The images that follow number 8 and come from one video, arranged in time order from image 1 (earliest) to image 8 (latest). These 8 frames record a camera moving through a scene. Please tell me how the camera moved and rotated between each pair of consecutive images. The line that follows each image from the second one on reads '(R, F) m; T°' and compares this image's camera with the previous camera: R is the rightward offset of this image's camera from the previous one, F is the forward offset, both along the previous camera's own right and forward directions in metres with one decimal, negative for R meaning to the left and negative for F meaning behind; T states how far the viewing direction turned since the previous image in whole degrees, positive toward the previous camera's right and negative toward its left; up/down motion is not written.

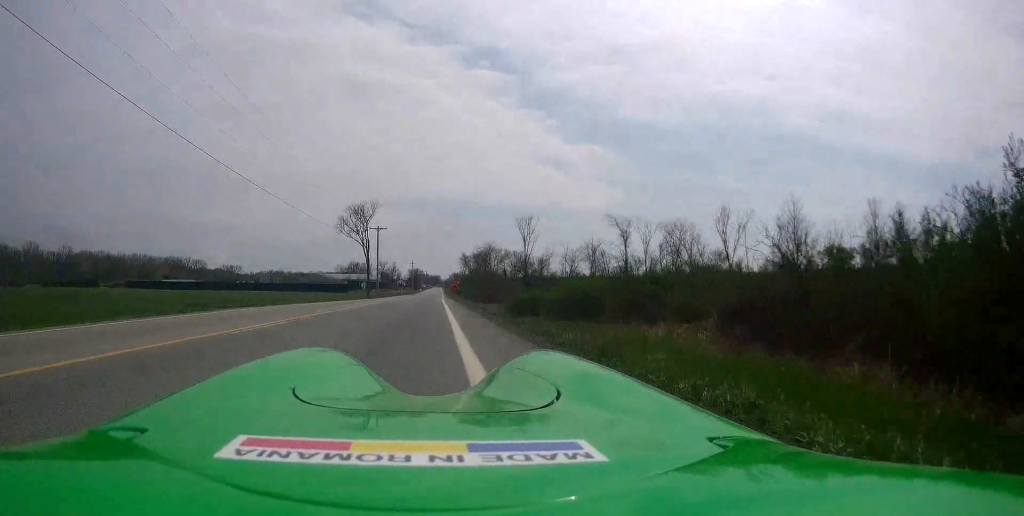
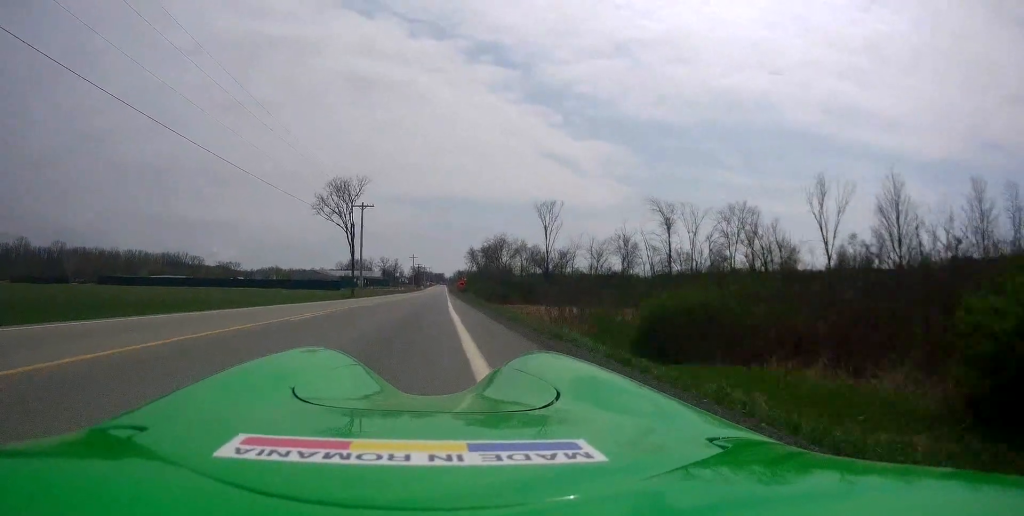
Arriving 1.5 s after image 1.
(0.0, +21.0) m; 0°
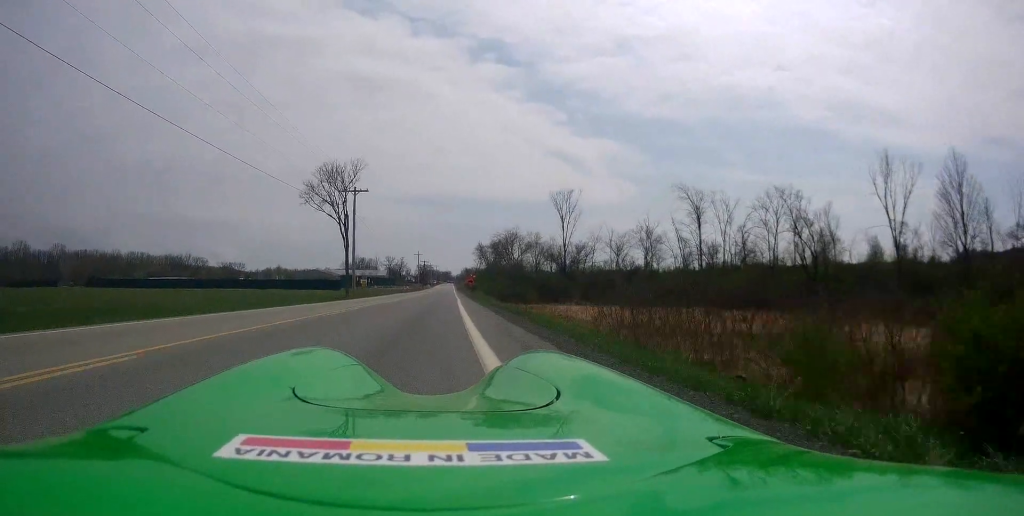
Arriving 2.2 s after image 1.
(0.0, +9.7) m; 0°
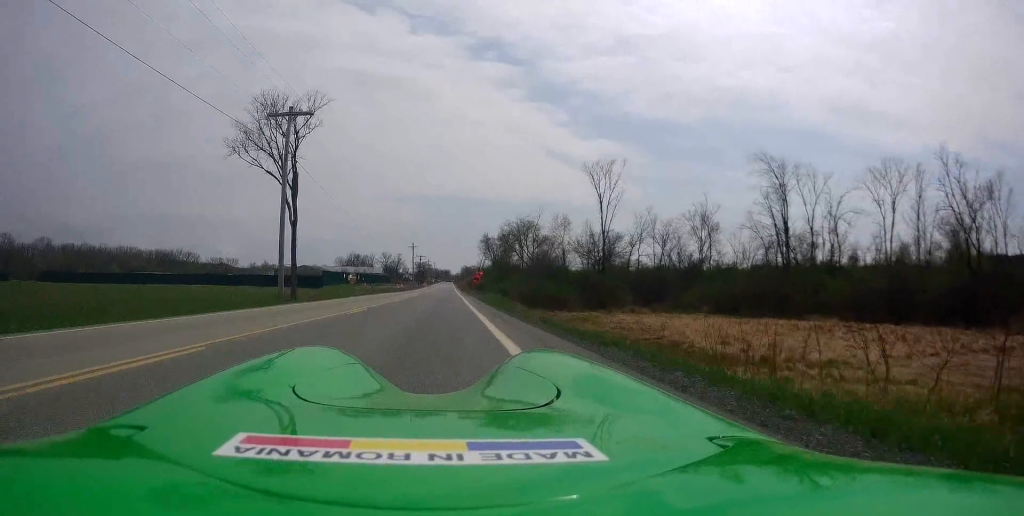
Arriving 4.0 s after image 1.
(+0.2, +23.2) m; 0°
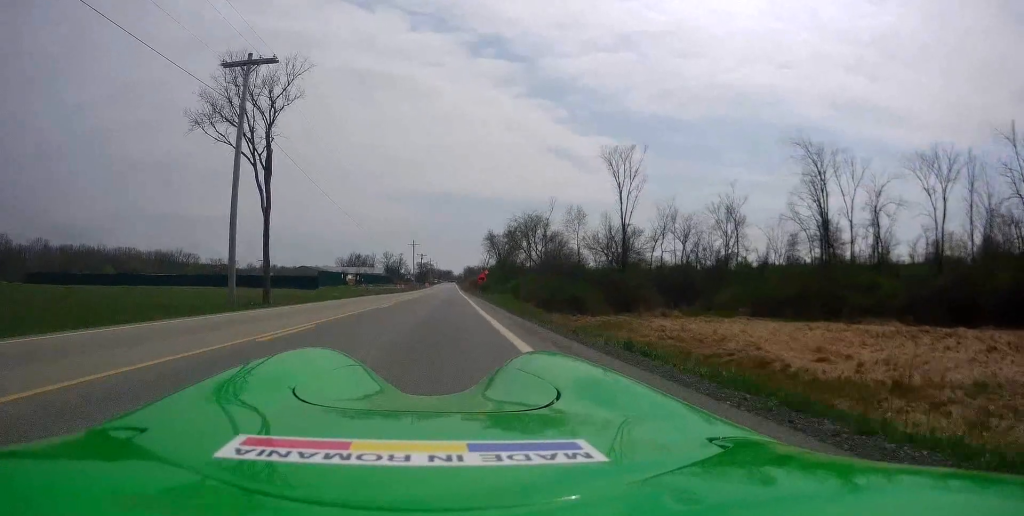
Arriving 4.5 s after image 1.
(0.0, +7.4) m; -1°
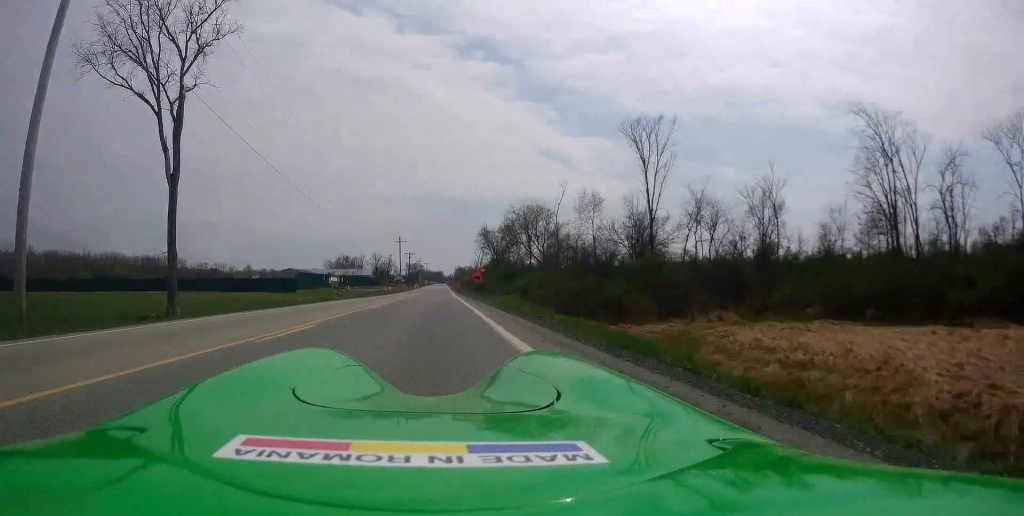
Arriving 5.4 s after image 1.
(-0.3, +12.0) m; 0°
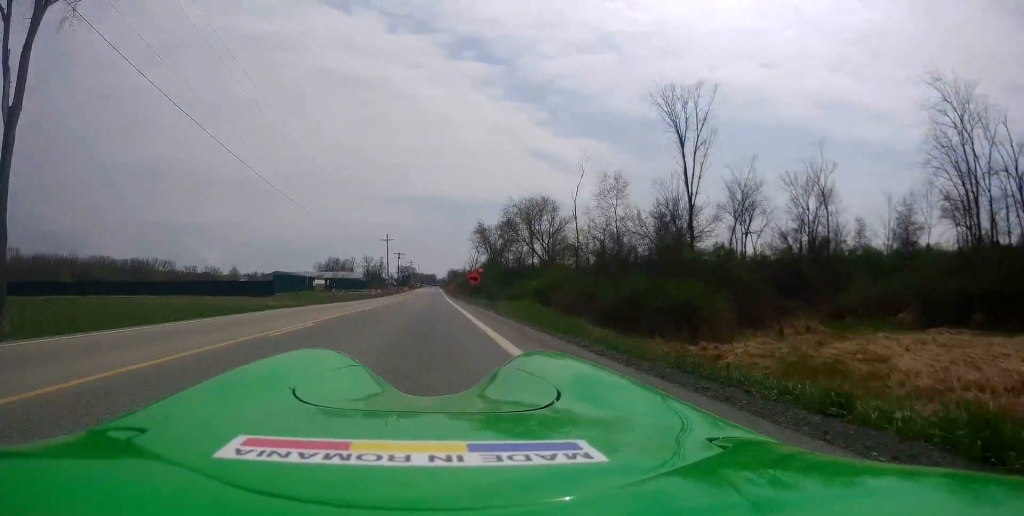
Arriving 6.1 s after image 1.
(+0.1, +10.3) m; +1°
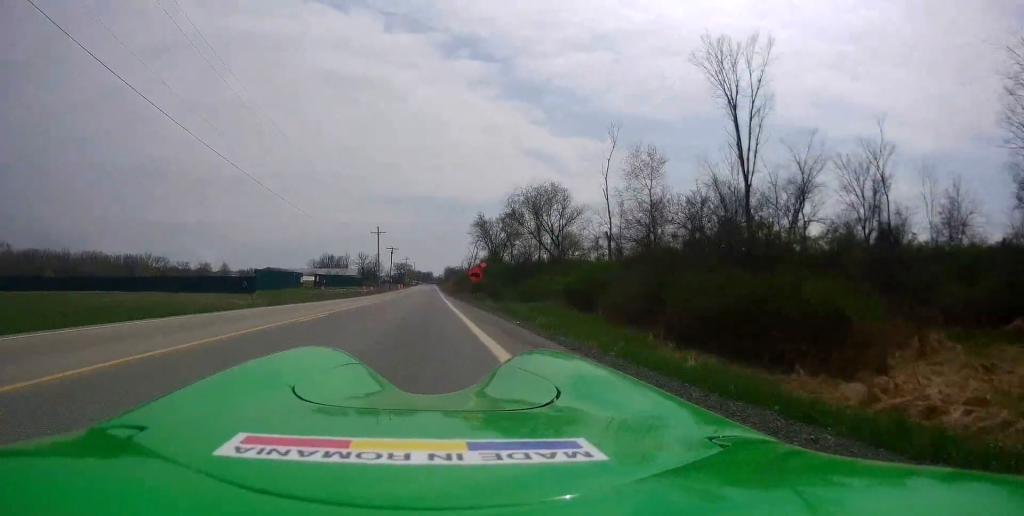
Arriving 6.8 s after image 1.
(+0.3, +9.2) m; +1°
